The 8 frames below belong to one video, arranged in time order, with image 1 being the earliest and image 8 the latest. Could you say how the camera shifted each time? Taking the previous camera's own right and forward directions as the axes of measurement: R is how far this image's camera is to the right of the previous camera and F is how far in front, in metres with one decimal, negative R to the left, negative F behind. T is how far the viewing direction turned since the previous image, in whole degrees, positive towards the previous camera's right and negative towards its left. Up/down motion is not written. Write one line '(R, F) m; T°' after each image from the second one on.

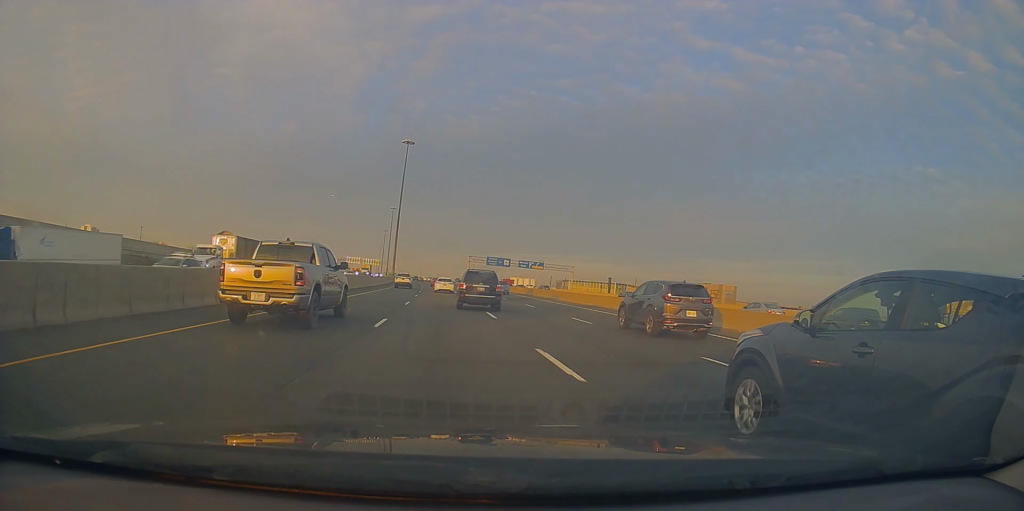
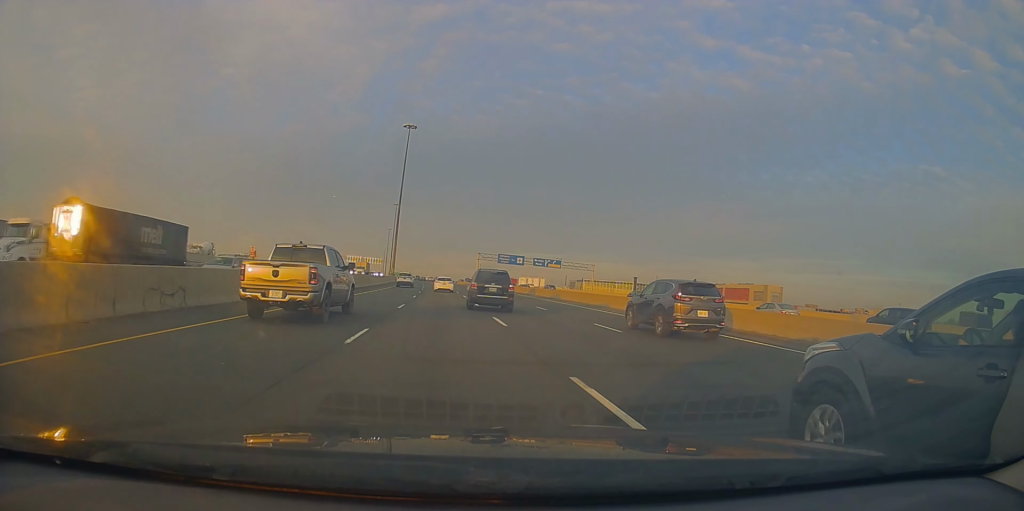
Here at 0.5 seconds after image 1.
(+0.1, +15.7) m; 0°
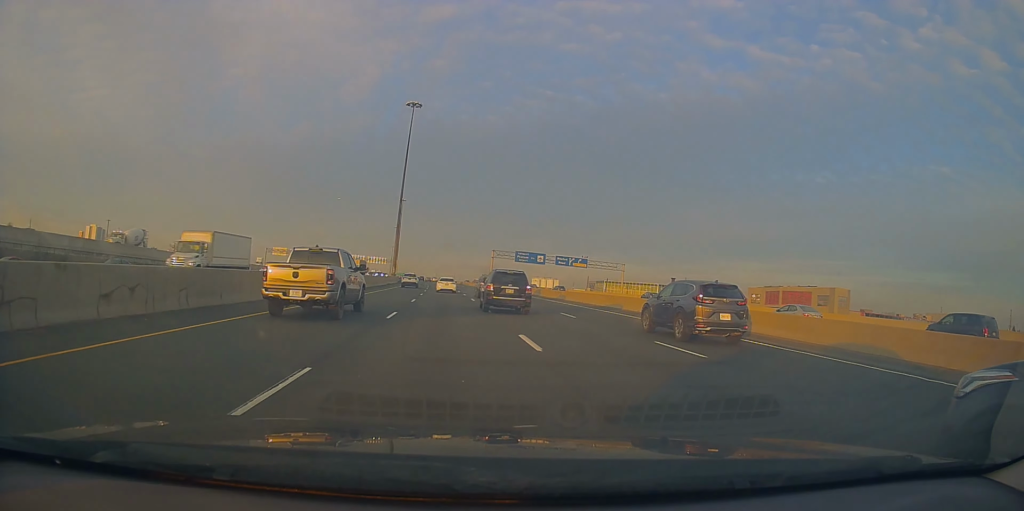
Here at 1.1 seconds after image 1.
(+0.2, +17.6) m; 0°
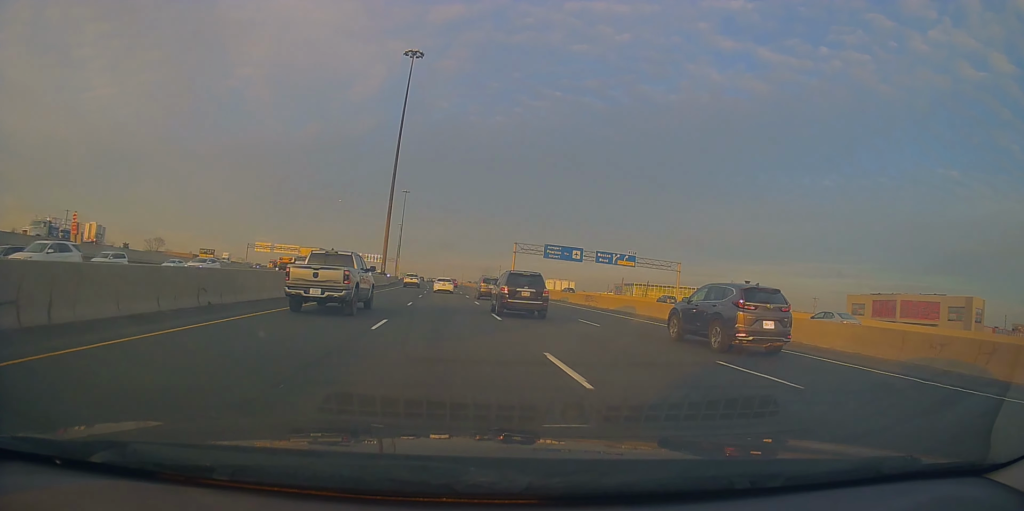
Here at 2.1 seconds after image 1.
(-0.4, +27.8) m; -1°
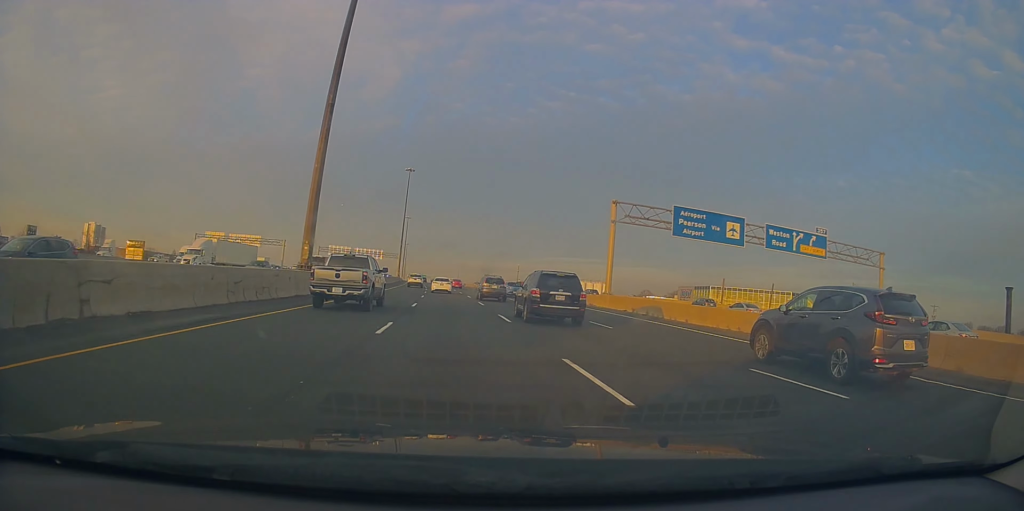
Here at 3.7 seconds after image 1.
(-0.8, +49.2) m; -2°
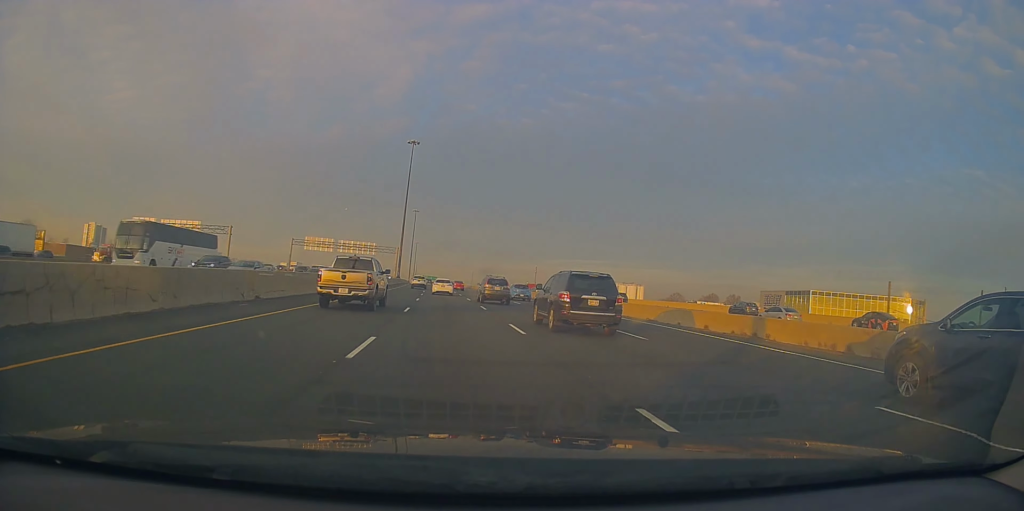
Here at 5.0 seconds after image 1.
(-0.7, +39.9) m; -2°
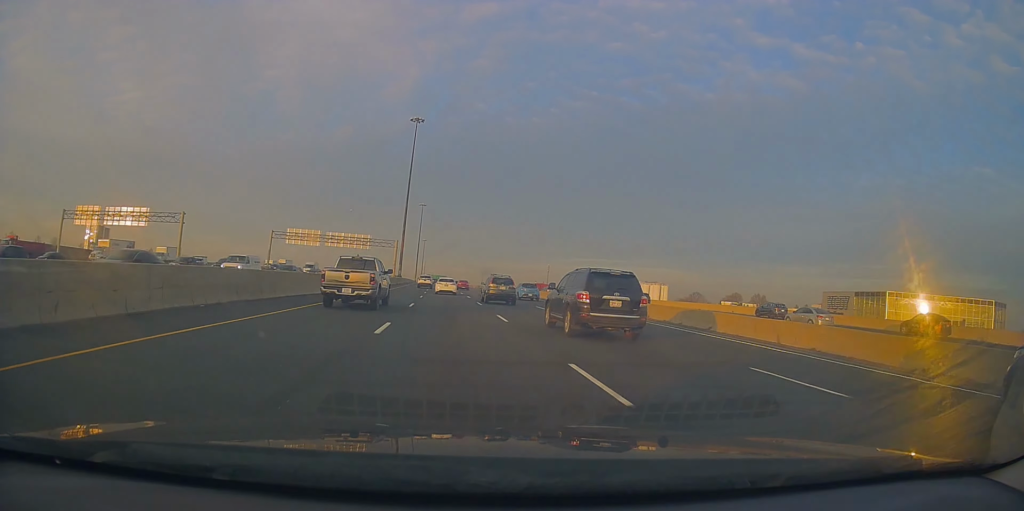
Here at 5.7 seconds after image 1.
(-0.3, +20.7) m; 0°
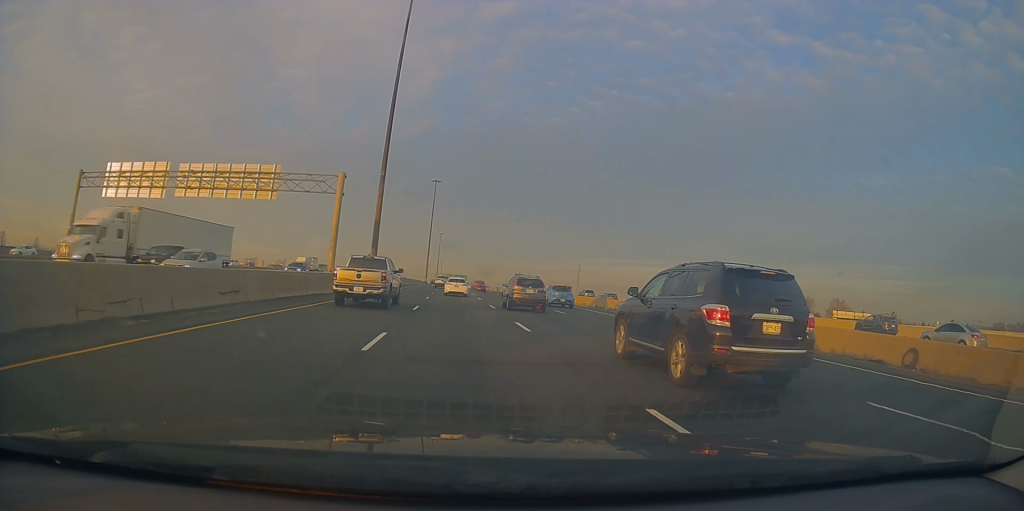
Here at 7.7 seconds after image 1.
(-0.4, +63.8) m; -1°
